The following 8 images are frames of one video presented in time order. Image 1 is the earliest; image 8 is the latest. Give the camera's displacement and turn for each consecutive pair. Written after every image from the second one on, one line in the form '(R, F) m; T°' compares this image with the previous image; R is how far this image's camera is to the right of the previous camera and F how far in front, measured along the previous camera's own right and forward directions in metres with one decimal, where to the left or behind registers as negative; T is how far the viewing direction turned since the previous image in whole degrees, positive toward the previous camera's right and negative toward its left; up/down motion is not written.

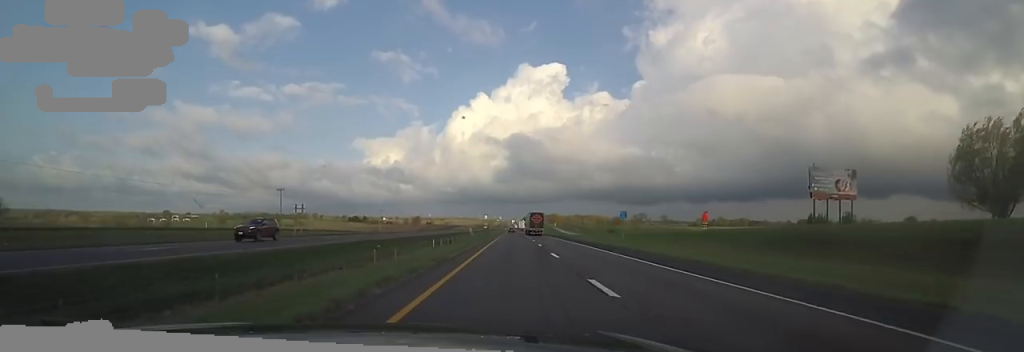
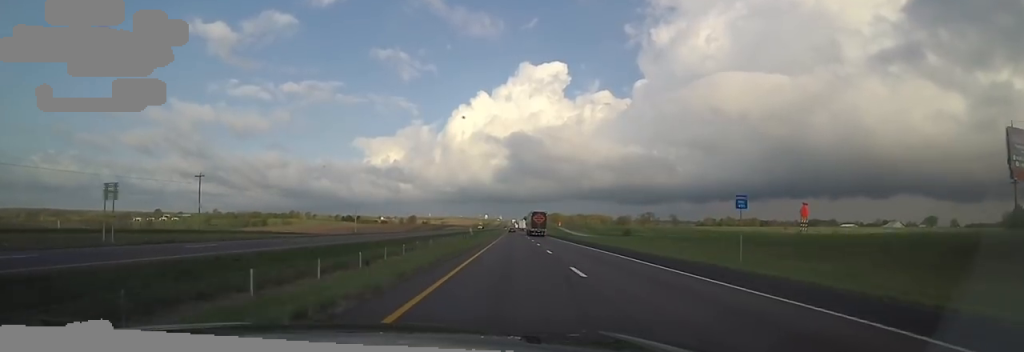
(+1.4, +32.6) m; 0°
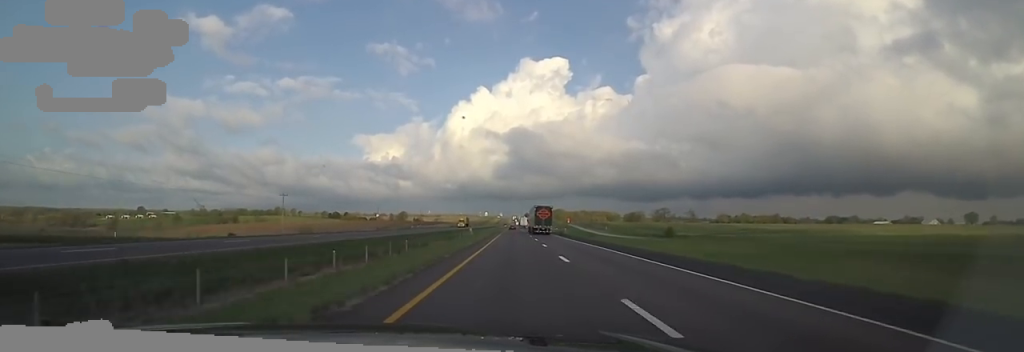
(-2.1, +56.7) m; -2°
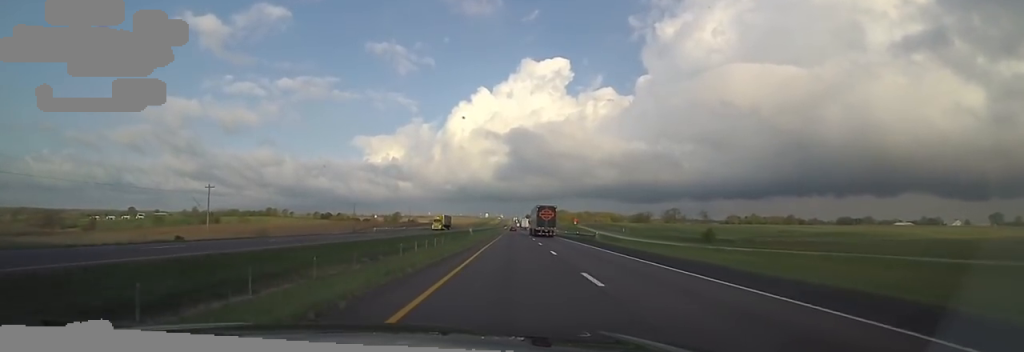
(0.0, +31.4) m; 0°
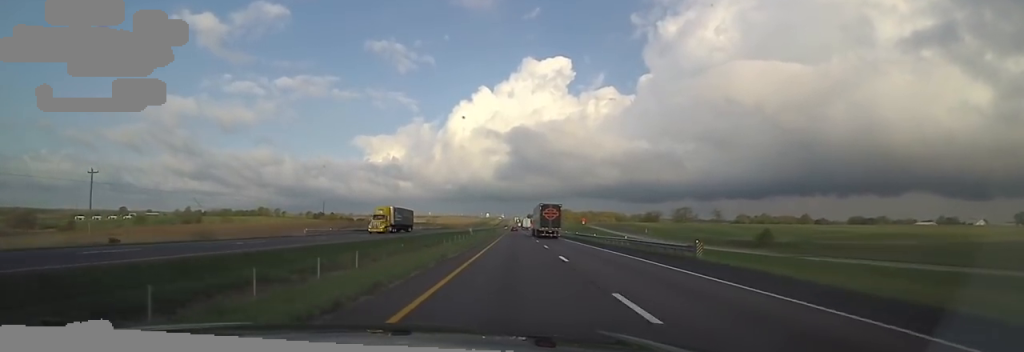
(0.0, +29.0) m; 0°
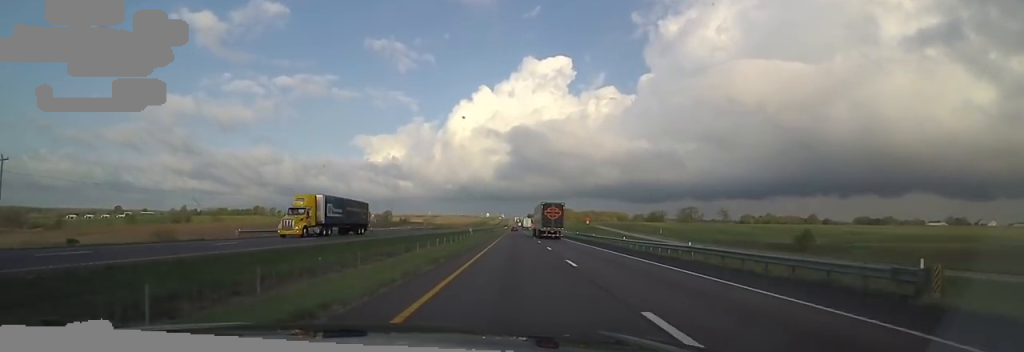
(-0.1, +14.5) m; +1°
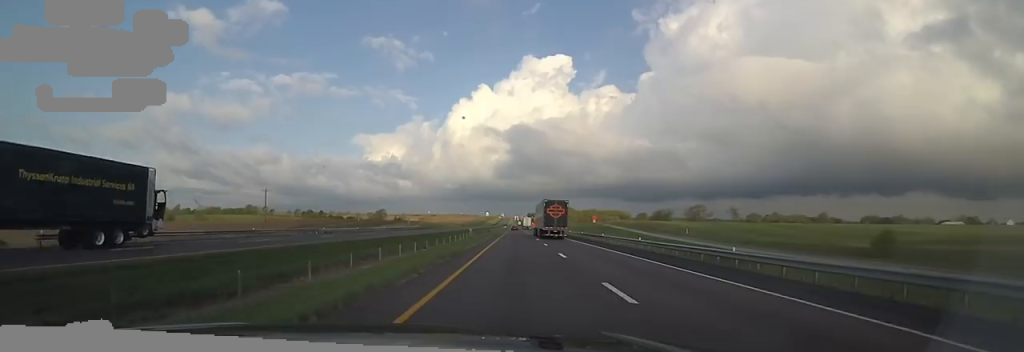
(-0.2, +20.5) m; +1°
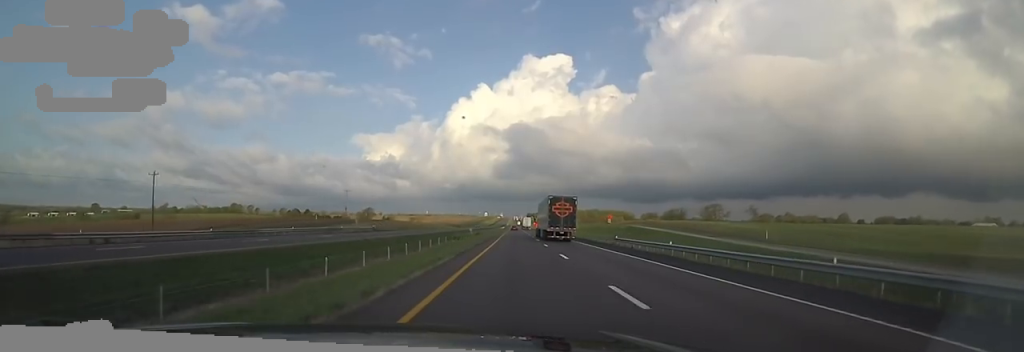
(+1.1, +37.3) m; 0°
